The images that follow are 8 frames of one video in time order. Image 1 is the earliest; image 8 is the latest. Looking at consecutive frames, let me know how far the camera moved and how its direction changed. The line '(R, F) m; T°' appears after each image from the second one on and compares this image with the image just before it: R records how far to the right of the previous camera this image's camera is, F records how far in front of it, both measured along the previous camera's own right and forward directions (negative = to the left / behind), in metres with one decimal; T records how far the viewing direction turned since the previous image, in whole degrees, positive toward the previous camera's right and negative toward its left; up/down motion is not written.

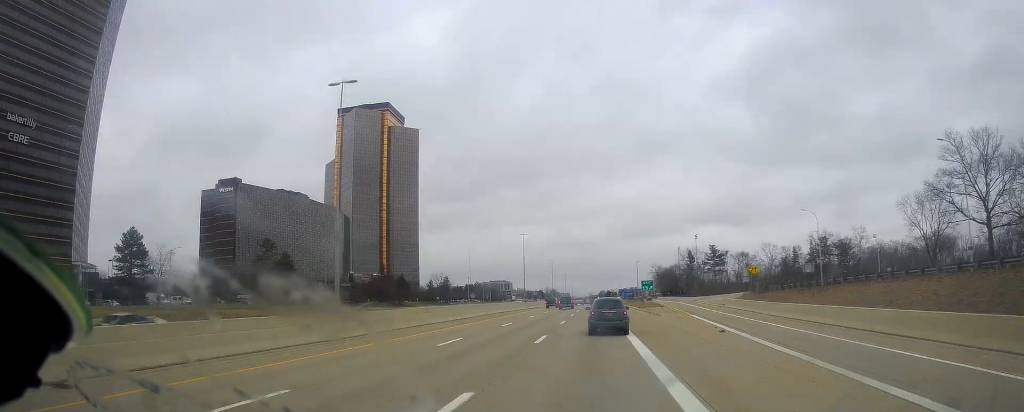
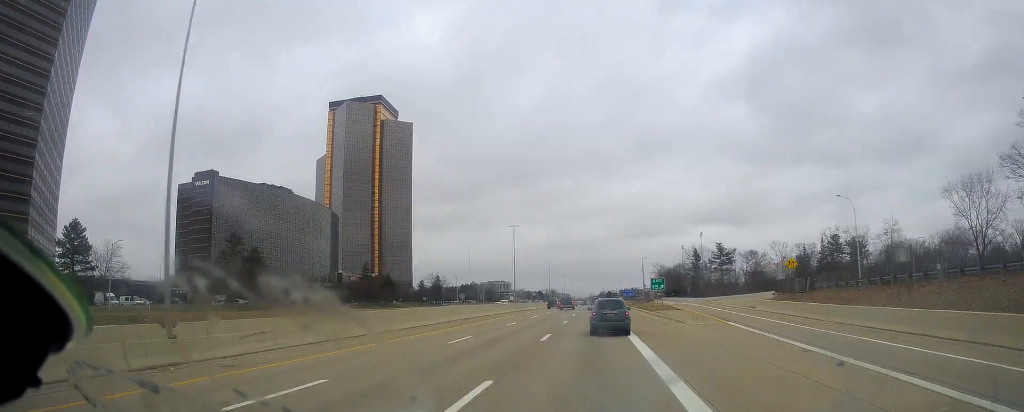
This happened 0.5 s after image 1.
(+0.1, +13.6) m; +1°
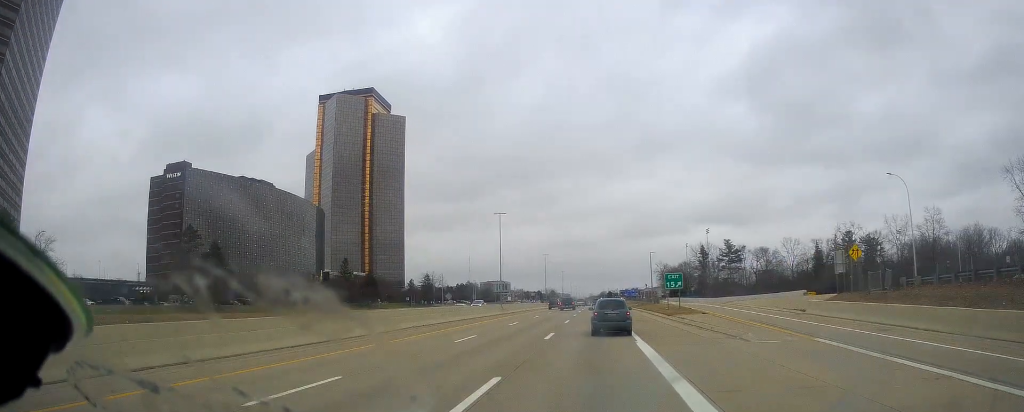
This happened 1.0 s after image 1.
(-0.1, +14.5) m; +1°
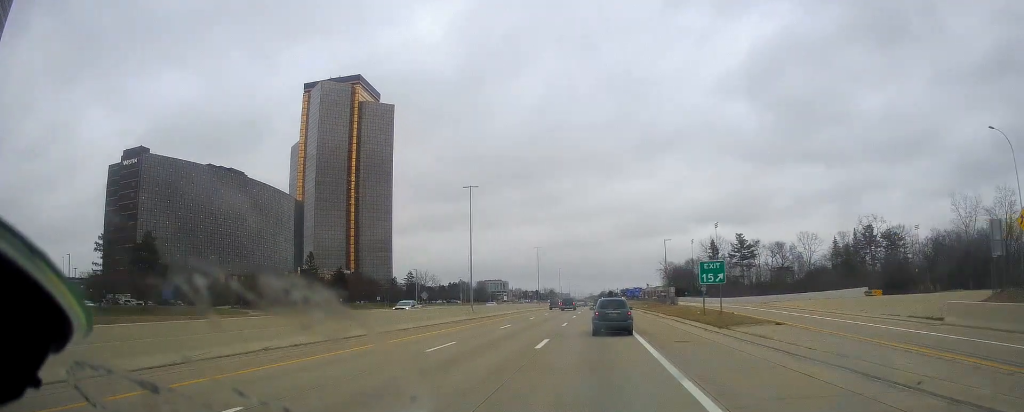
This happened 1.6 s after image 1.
(+0.3, +19.3) m; -1°
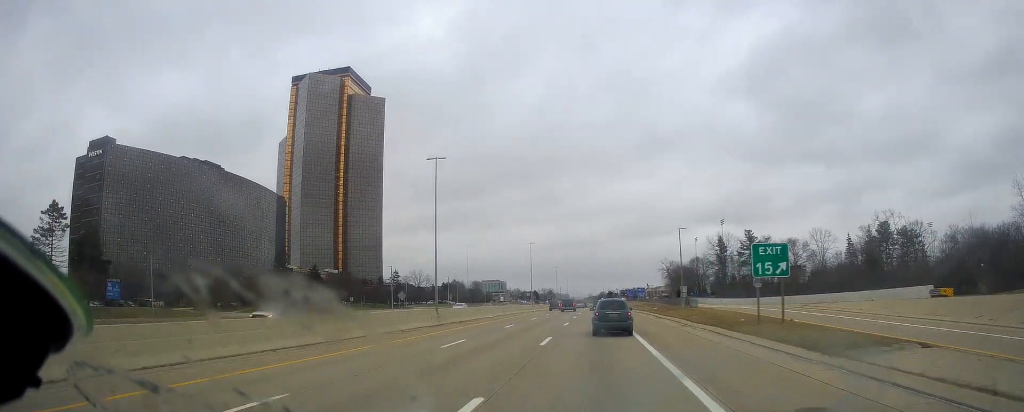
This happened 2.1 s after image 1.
(+0.2, +13.5) m; -1°
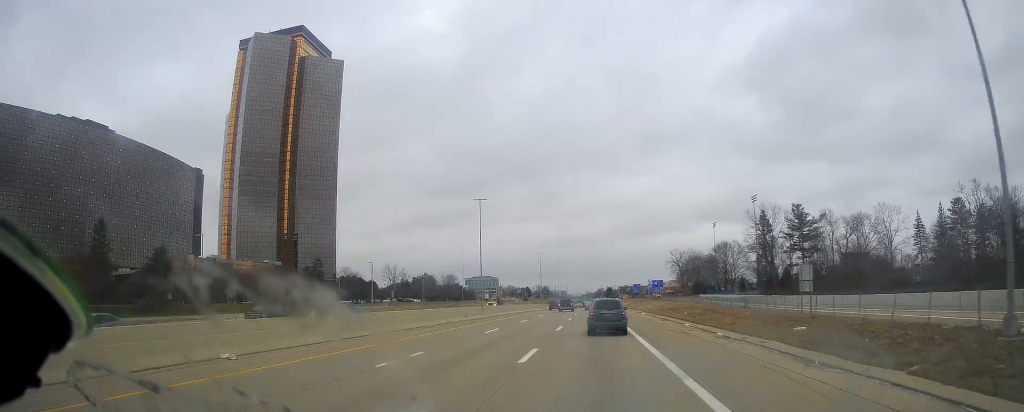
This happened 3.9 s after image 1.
(-1.1, +51.1) m; 0°
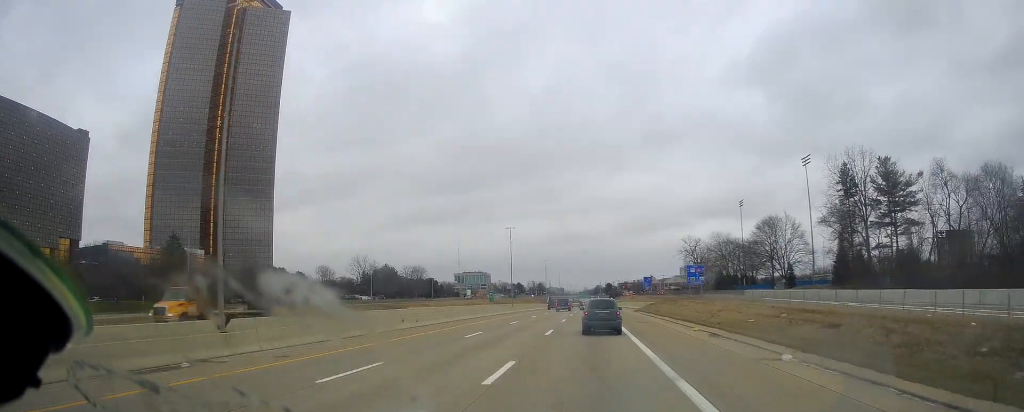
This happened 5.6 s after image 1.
(+0.6, +49.3) m; +1°
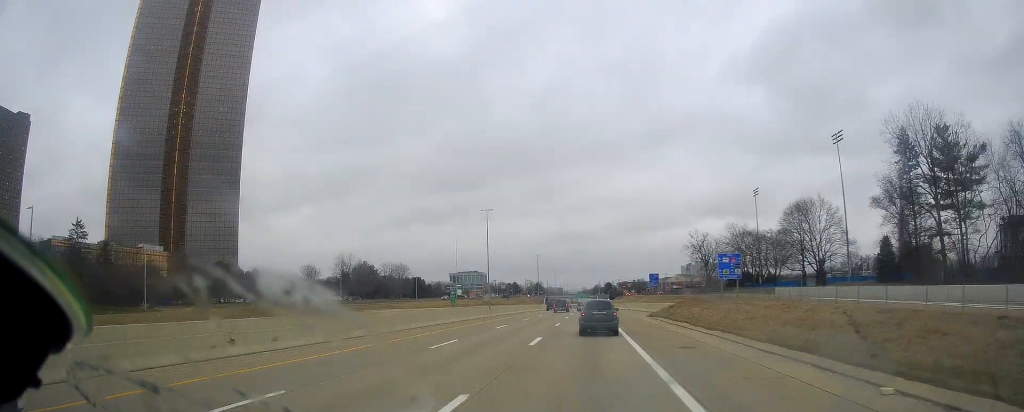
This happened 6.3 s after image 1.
(+0.1, +20.3) m; 0°
